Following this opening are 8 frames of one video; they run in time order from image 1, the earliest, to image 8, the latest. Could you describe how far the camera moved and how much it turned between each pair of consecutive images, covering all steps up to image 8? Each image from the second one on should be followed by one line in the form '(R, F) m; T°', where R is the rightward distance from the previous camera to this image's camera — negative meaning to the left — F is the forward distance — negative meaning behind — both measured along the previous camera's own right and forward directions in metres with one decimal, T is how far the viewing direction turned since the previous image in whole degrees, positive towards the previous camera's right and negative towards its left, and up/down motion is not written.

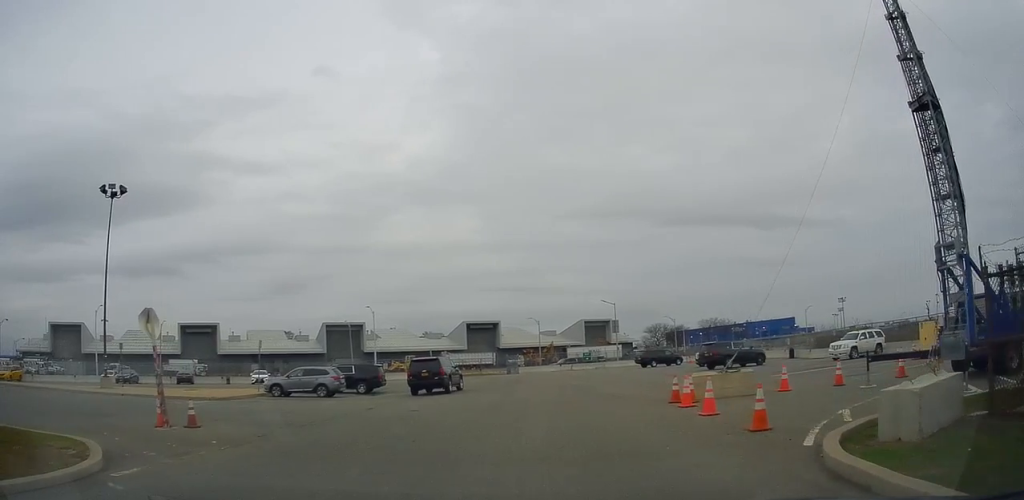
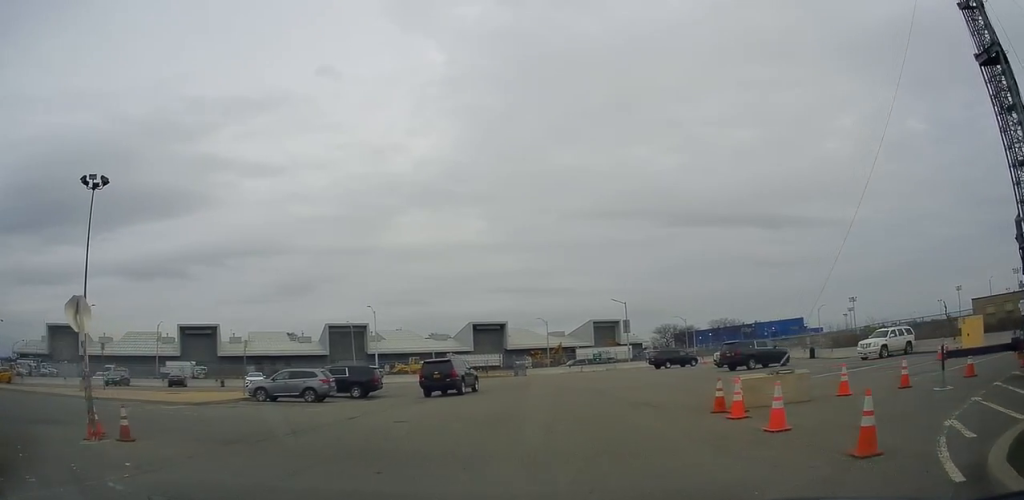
(0.0, +3.4) m; 0°
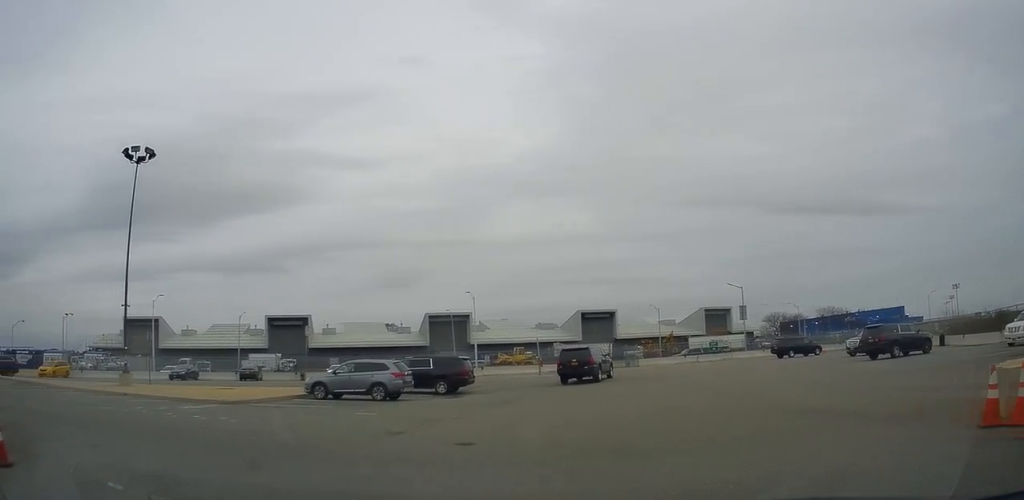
(0.0, +6.4) m; -2°
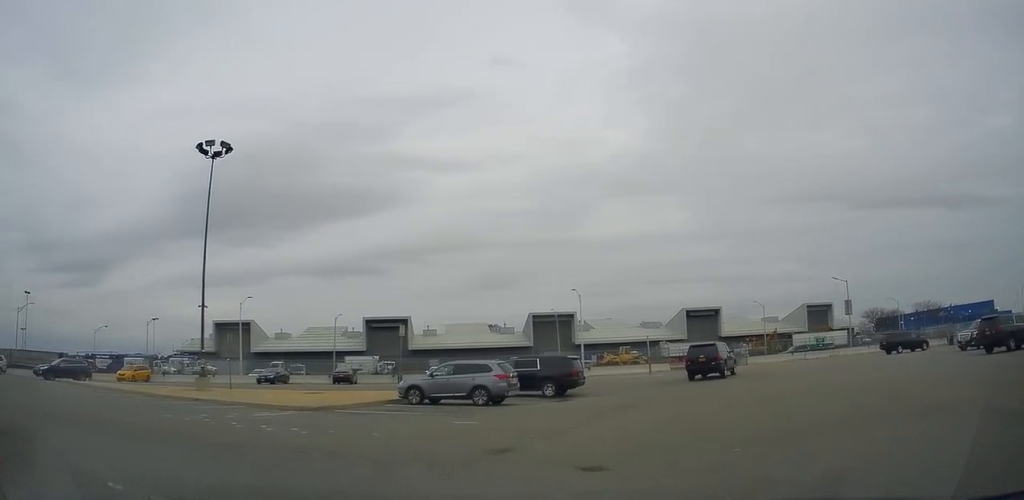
(+0.1, +2.4) m; -8°
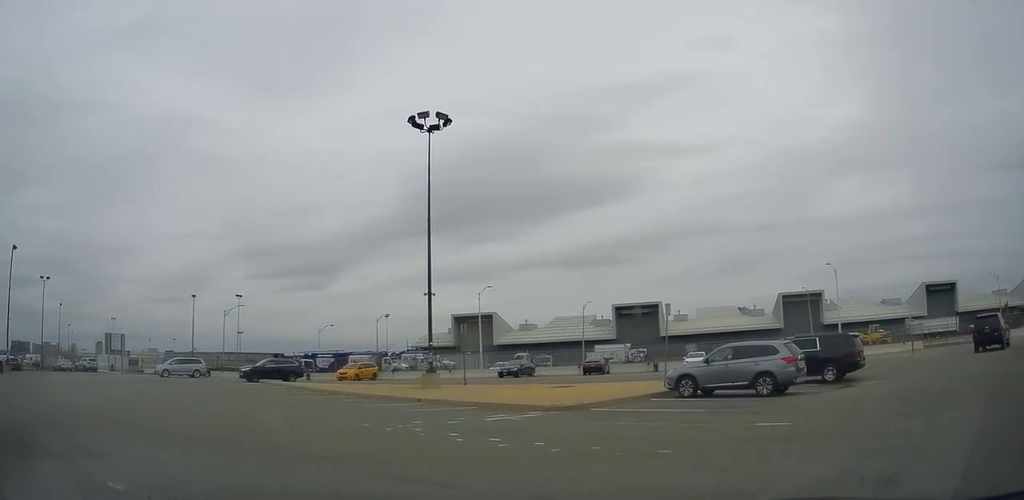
(-0.8, +4.2) m; -19°
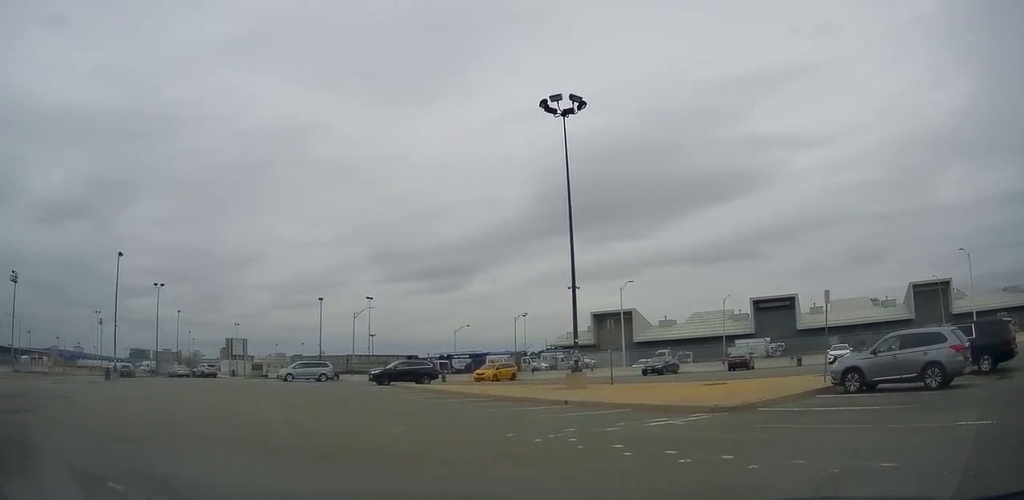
(-0.2, +2.2) m; -10°
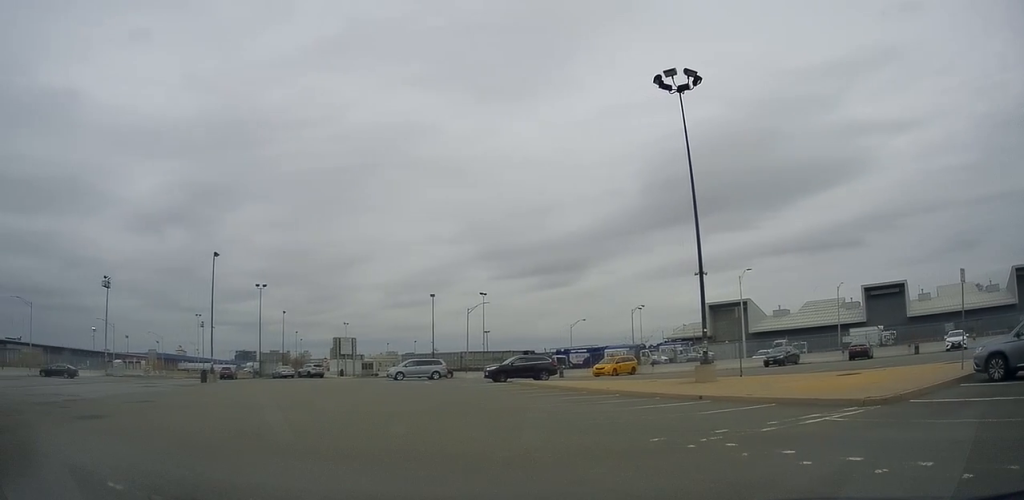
(0.0, +2.0) m; -10°
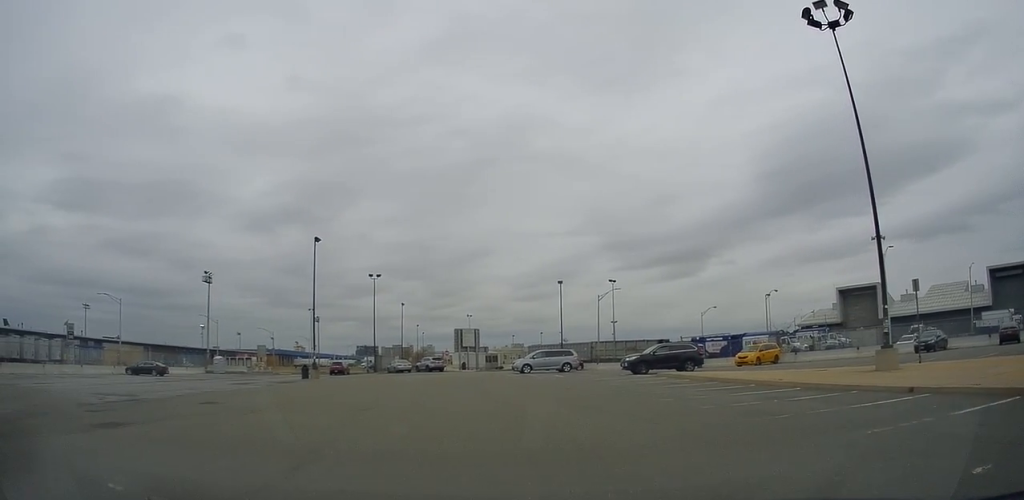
(-1.4, +5.5) m; -25°
